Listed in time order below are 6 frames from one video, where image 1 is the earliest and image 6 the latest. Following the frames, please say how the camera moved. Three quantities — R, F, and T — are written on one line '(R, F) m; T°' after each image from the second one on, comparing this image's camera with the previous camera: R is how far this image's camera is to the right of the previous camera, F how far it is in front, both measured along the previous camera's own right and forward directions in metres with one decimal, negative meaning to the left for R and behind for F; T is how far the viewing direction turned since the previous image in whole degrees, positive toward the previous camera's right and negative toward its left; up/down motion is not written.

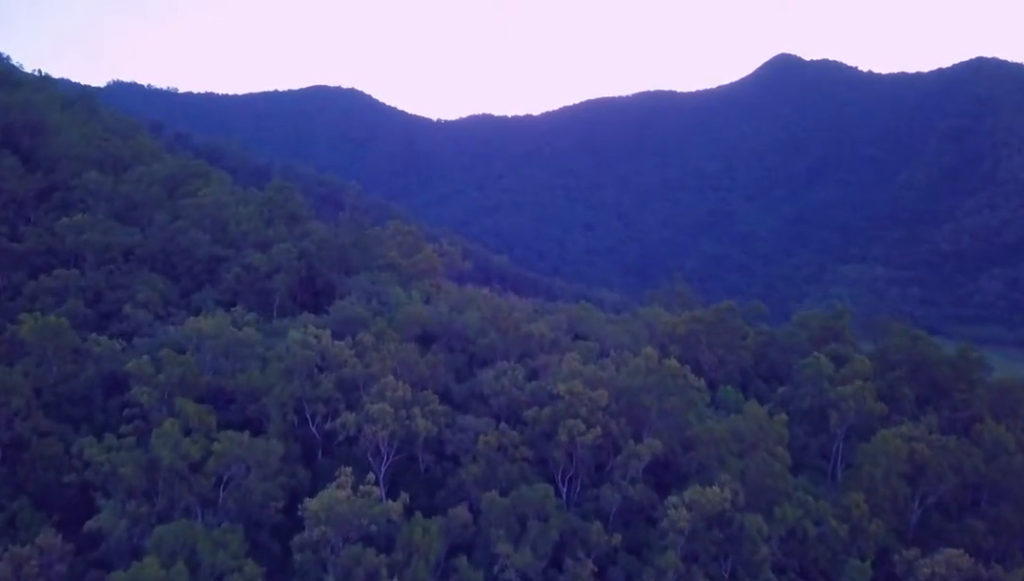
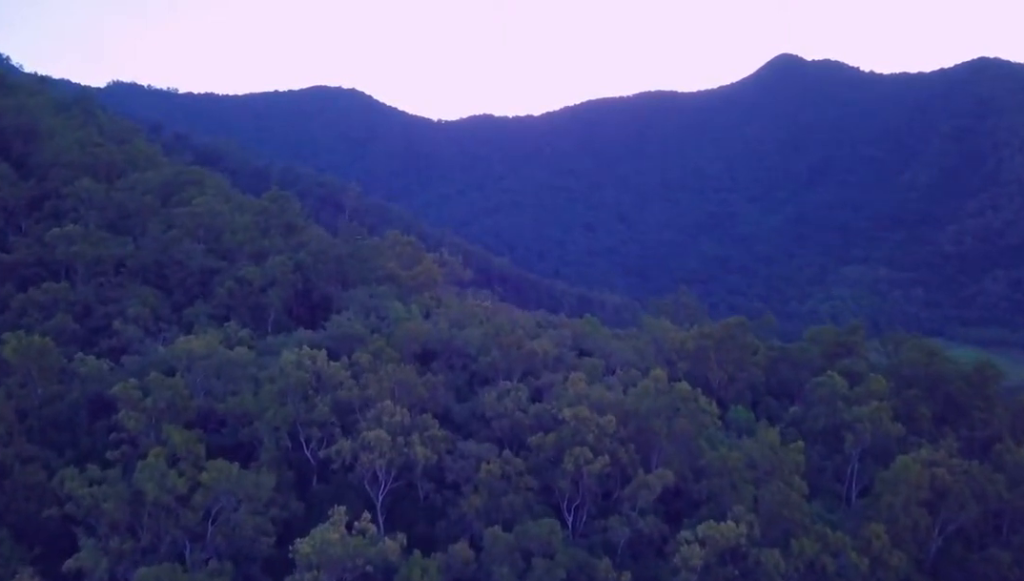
(0.0, +6.2) m; 0°
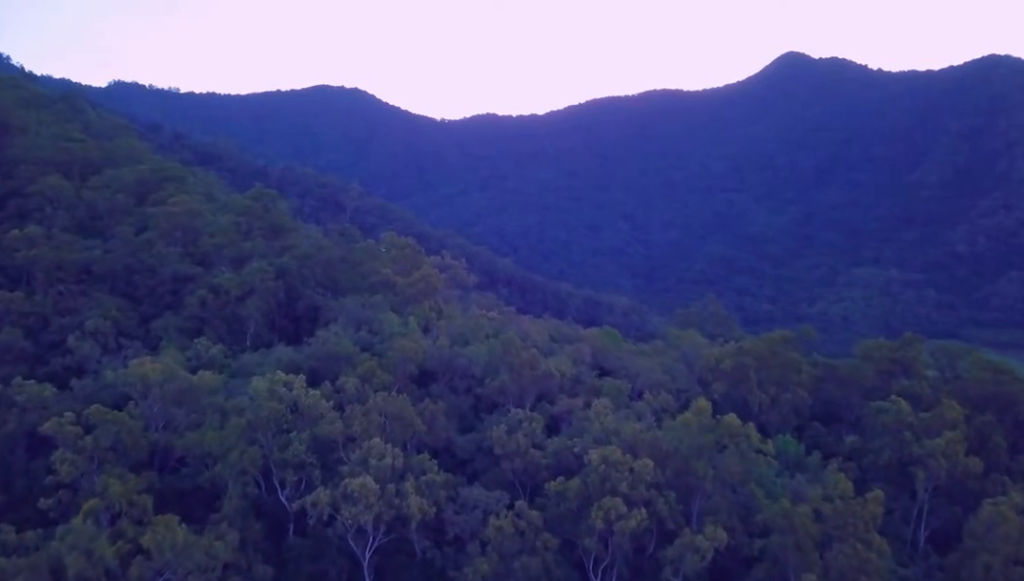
(0.0, +24.0) m; 0°
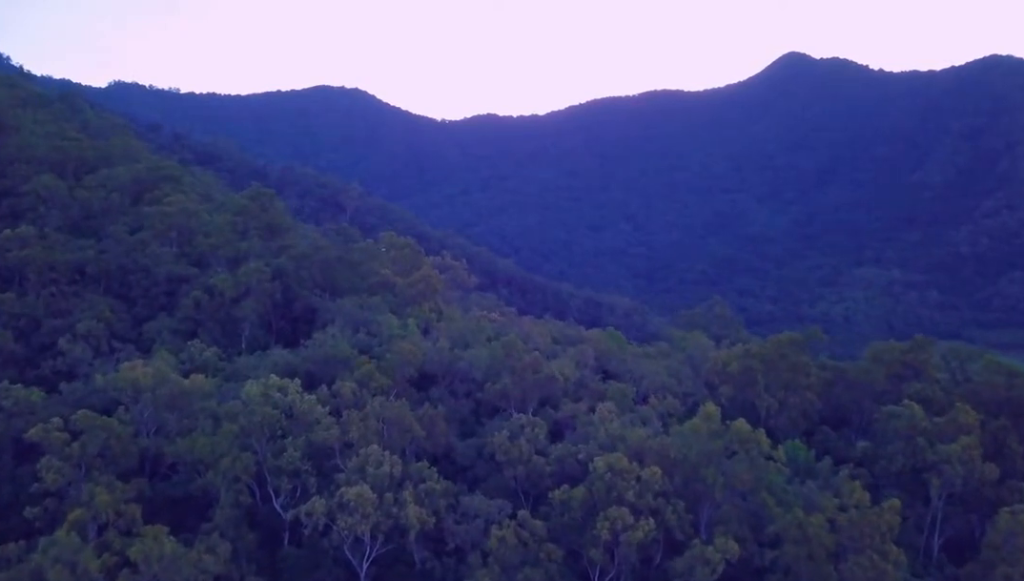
(0.0, +3.9) m; 0°
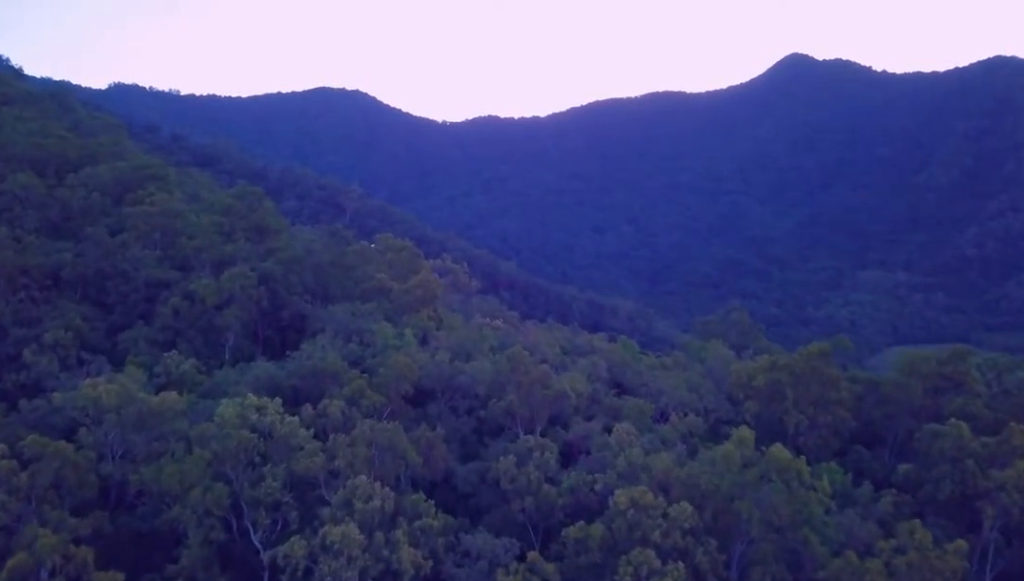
(0.0, +12.7) m; 0°
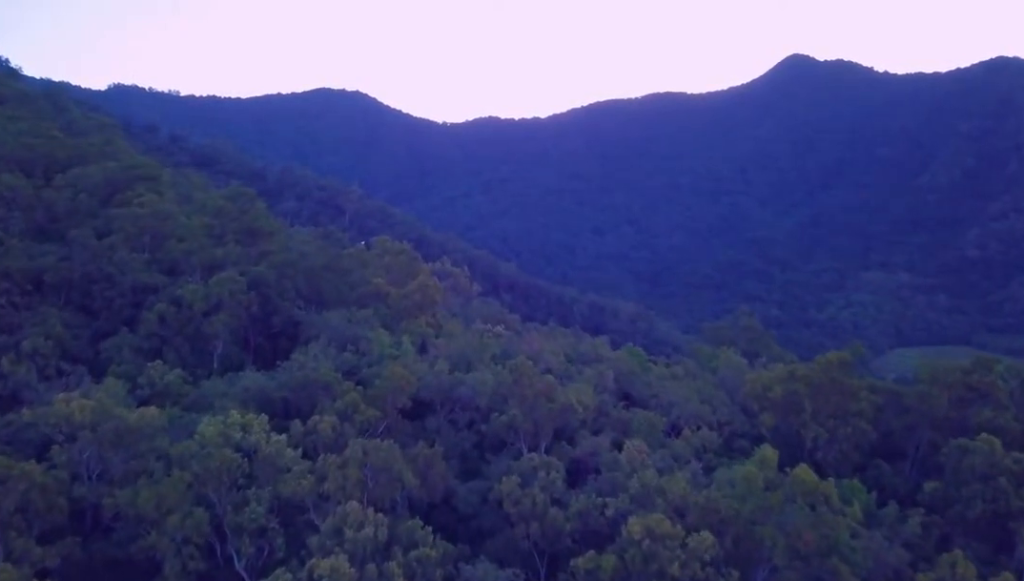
(0.0, +7.2) m; 0°
